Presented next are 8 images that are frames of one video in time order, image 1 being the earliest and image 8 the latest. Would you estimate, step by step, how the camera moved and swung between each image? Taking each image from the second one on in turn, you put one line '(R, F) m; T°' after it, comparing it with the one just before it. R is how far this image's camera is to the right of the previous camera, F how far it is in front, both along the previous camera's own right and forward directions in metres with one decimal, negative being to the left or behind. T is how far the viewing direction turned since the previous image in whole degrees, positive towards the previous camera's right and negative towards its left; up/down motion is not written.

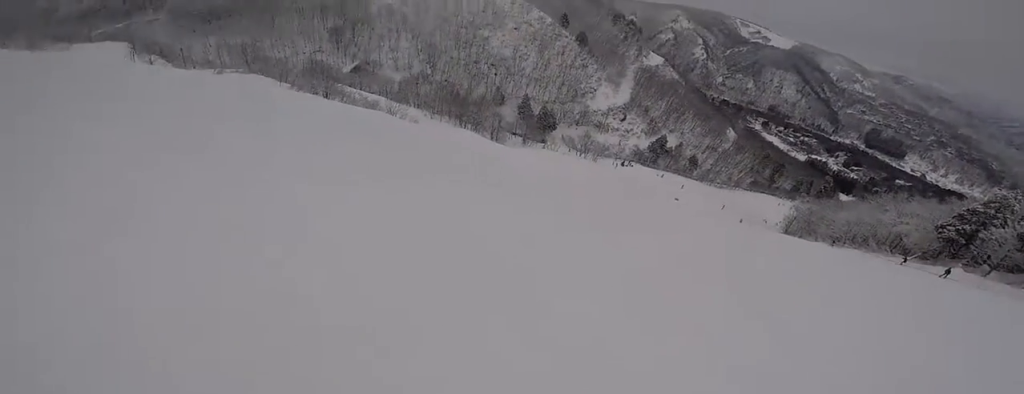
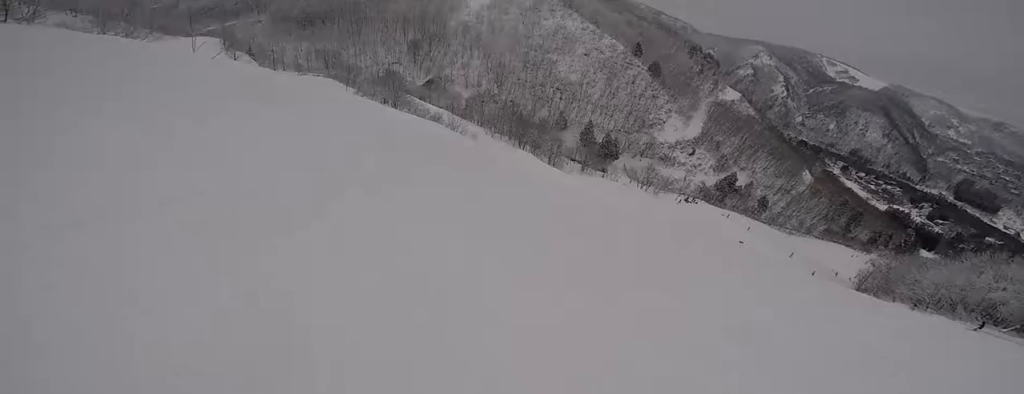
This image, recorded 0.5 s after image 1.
(-0.4, +2.9) m; -8°
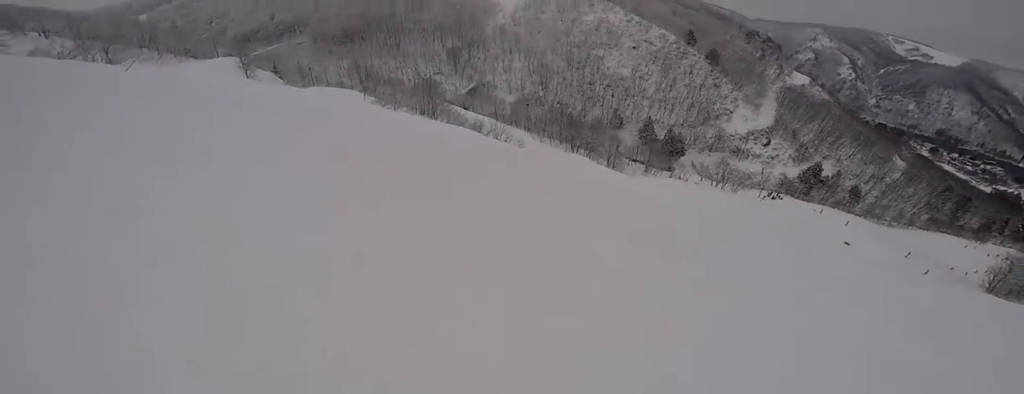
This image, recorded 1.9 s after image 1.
(-1.1, +10.2) m; +8°
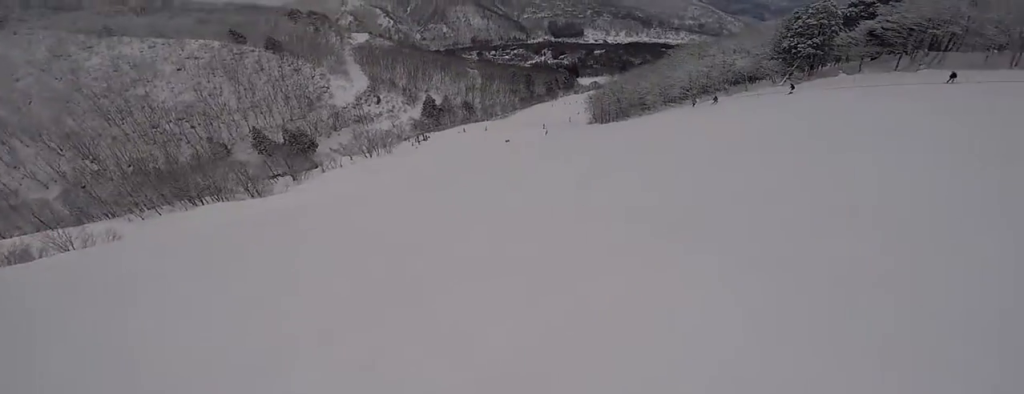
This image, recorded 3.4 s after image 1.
(+3.8, +10.7) m; +47°
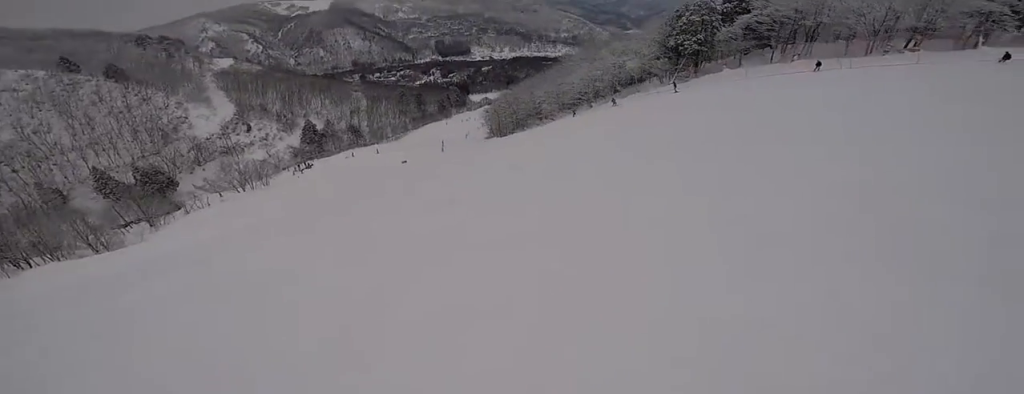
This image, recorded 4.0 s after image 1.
(+1.4, +4.7) m; +14°
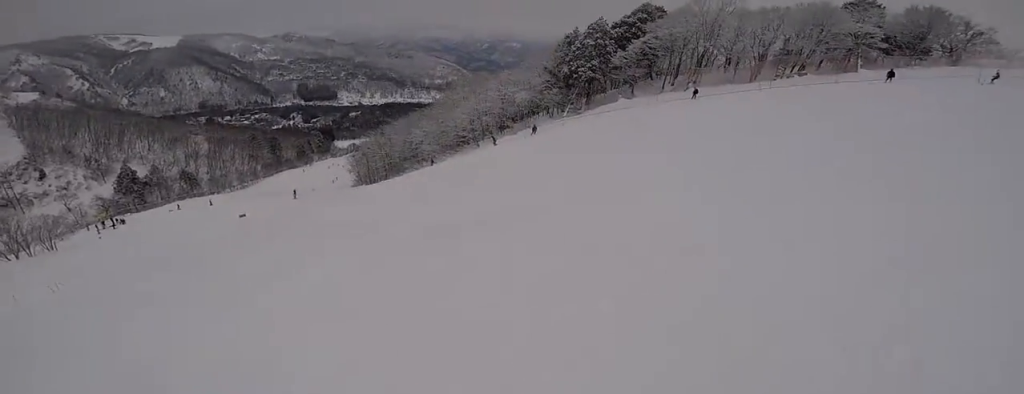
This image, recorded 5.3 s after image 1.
(+1.2, +10.3) m; +14°
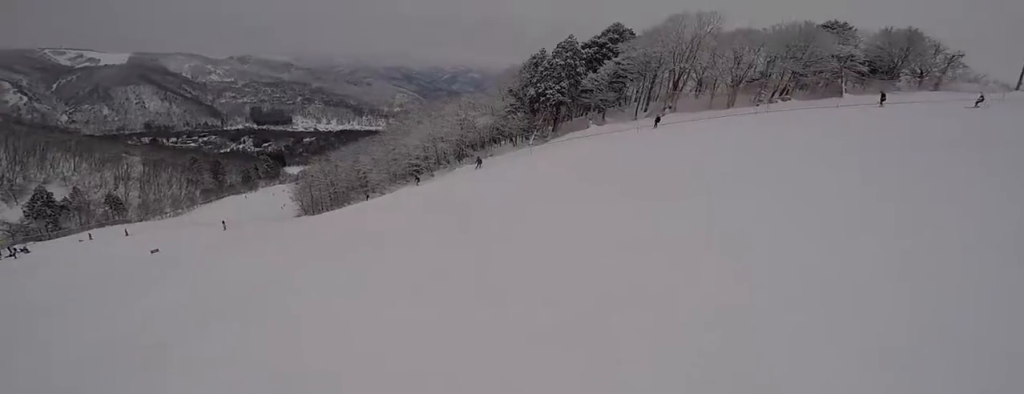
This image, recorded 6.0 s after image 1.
(+0.8, +6.3) m; -1°
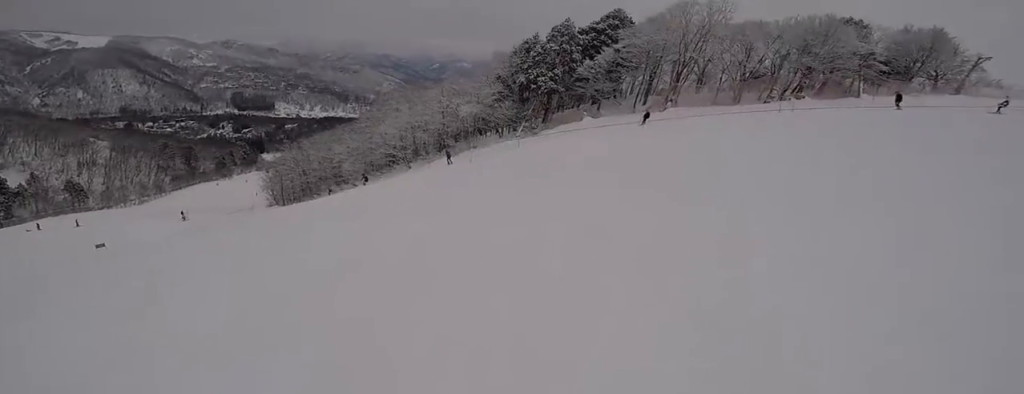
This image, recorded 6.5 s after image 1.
(-0.2, +4.0) m; -11°
